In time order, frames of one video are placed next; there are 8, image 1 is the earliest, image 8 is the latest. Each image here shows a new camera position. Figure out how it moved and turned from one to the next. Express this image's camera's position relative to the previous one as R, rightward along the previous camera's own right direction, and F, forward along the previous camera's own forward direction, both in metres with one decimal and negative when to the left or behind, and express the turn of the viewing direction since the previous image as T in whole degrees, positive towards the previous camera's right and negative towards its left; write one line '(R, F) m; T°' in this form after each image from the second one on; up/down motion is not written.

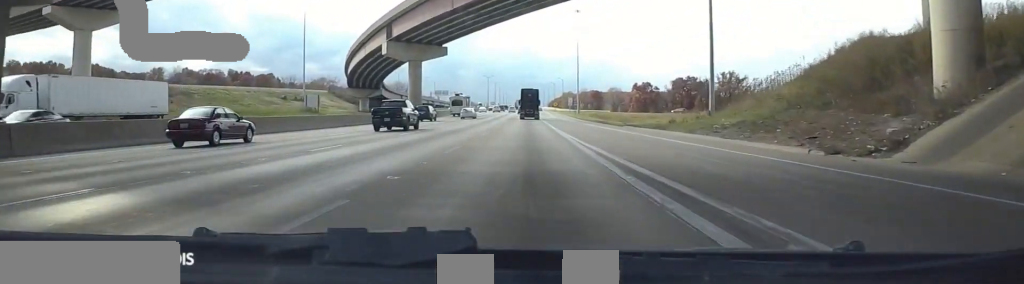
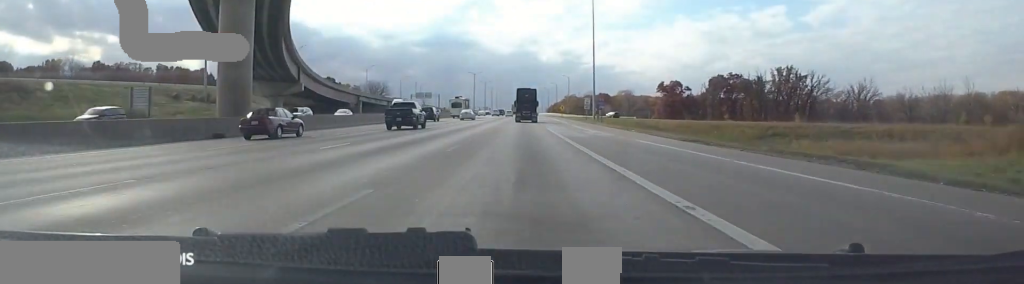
(0.0, +57.4) m; 0°
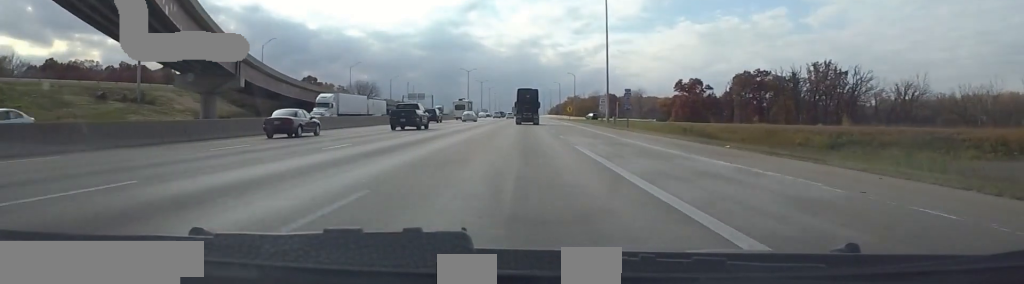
(0.0, +23.8) m; 0°
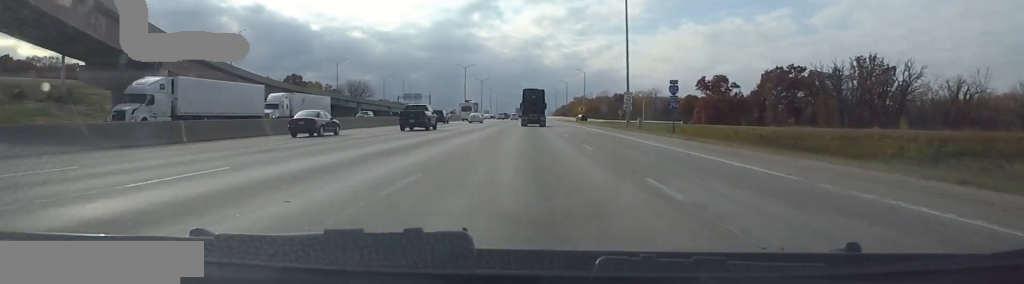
(0.0, +21.3) m; -1°
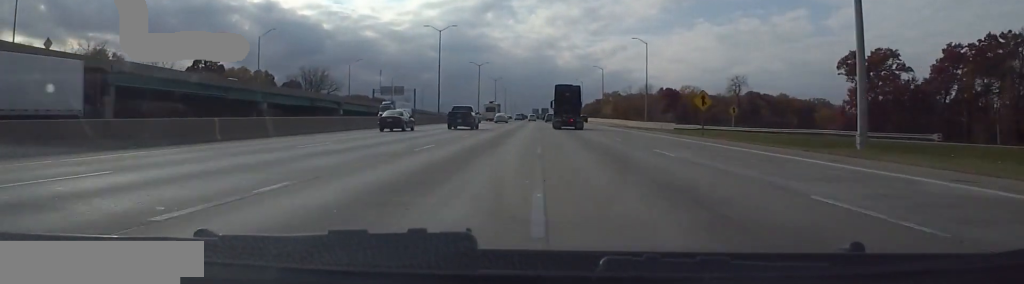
(-0.5, +72.9) m; +1°
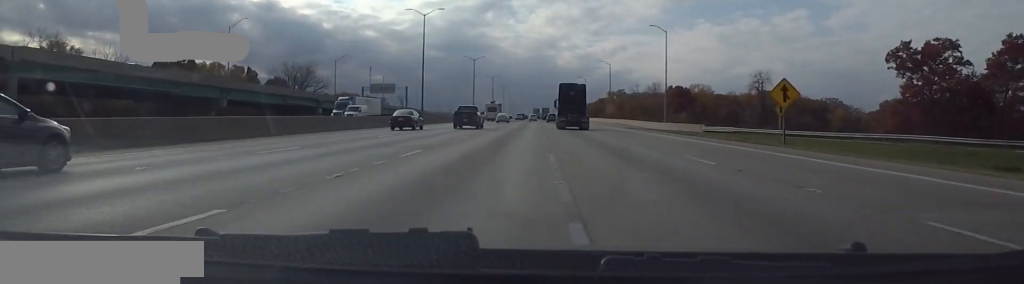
(+0.1, +14.0) m; 0°
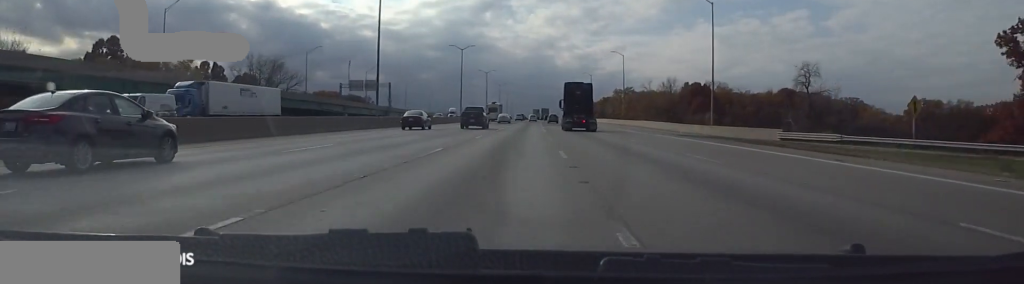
(0.0, +23.0) m; 0°
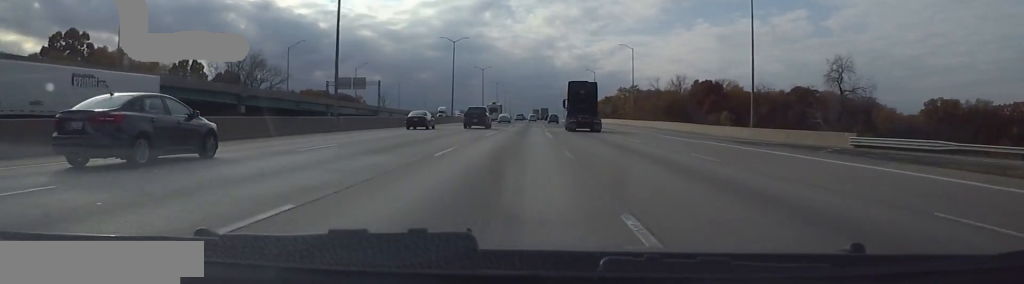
(0.0, +12.1) m; 0°
